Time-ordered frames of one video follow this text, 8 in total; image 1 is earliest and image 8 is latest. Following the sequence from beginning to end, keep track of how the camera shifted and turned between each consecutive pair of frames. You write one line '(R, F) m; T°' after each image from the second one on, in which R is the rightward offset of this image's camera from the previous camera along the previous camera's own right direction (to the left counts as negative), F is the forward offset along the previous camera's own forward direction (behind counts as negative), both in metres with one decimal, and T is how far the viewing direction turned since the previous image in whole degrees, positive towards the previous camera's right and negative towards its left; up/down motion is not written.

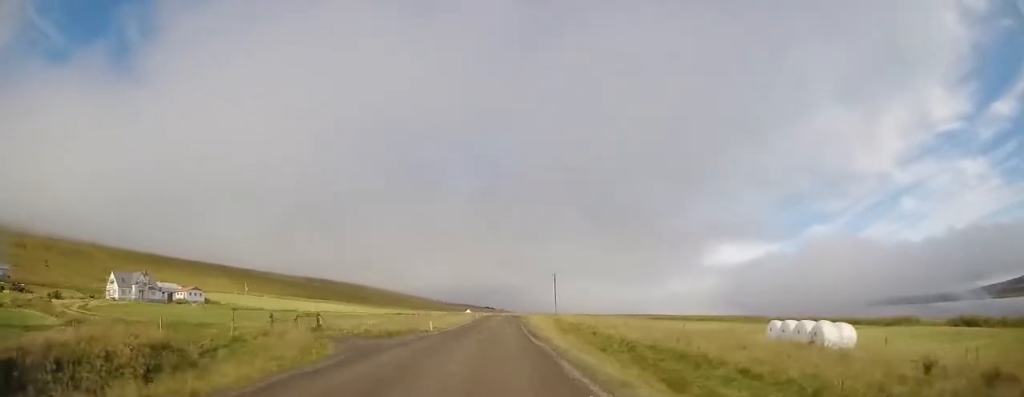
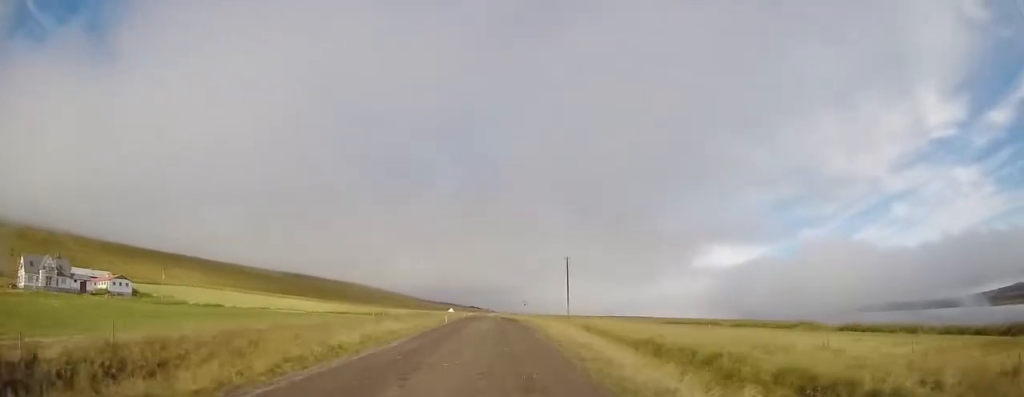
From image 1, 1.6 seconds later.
(+0.4, +29.3) m; +1°
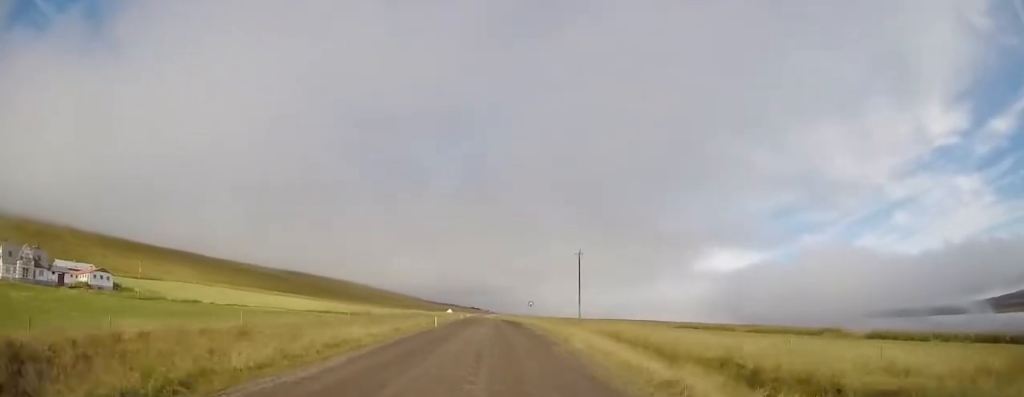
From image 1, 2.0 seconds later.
(0.0, +7.9) m; 0°
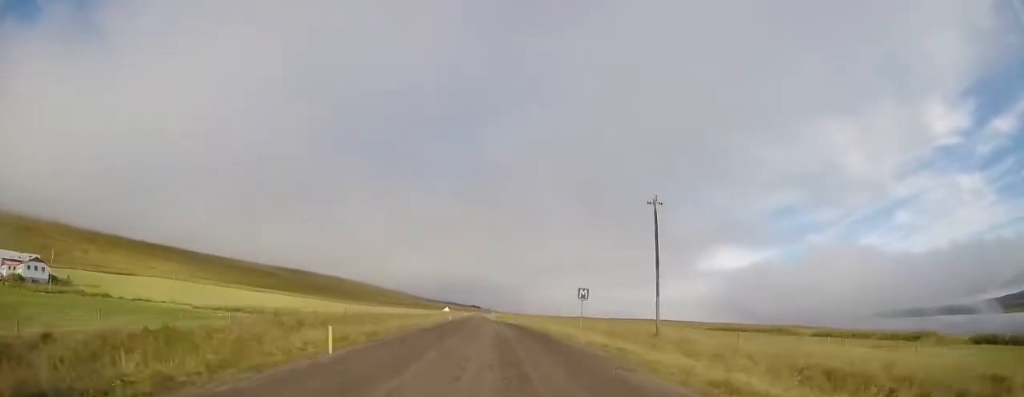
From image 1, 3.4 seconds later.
(0.0, +24.8) m; +1°
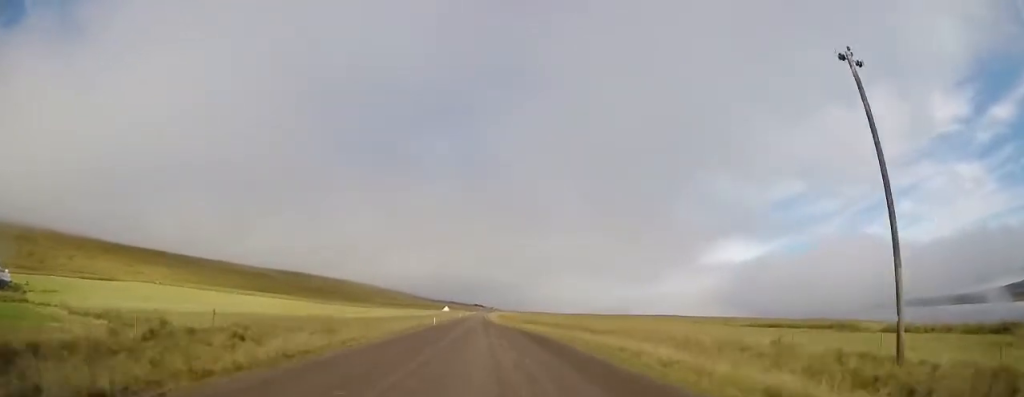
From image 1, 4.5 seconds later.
(+0.2, +19.4) m; -1°
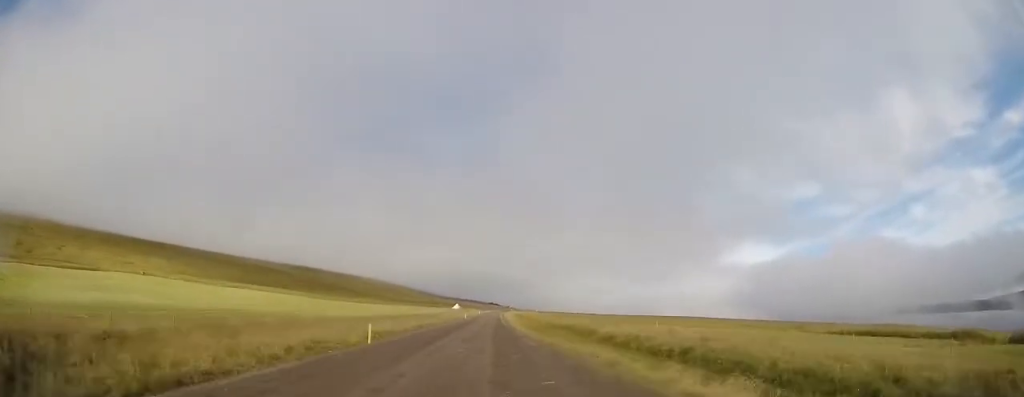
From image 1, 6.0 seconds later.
(-1.2, +27.5) m; -3°
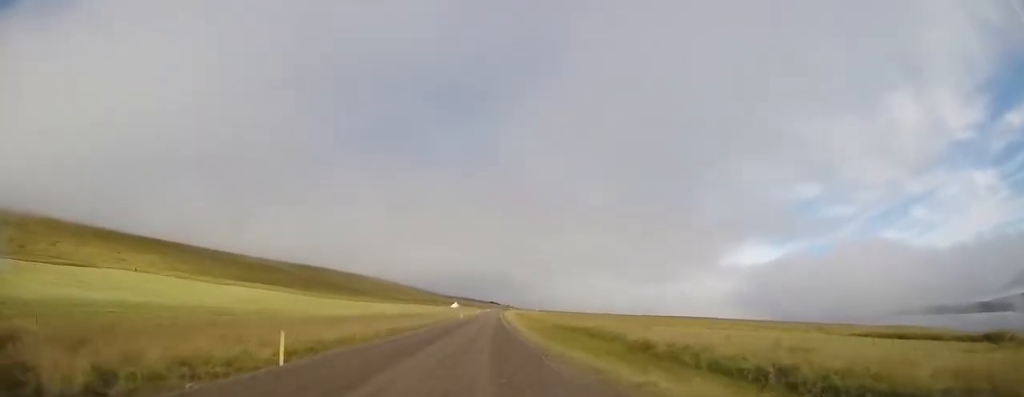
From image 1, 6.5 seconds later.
(-0.1, +7.4) m; 0°
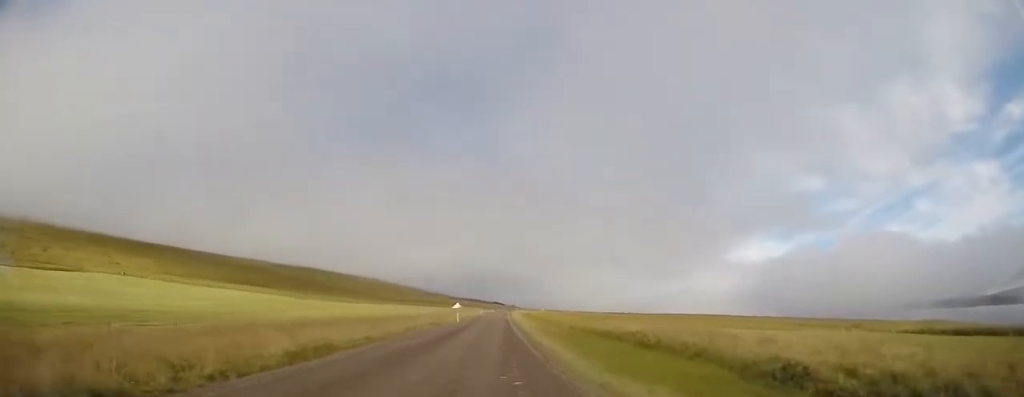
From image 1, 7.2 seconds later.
(+0.2, +12.5) m; +1°
